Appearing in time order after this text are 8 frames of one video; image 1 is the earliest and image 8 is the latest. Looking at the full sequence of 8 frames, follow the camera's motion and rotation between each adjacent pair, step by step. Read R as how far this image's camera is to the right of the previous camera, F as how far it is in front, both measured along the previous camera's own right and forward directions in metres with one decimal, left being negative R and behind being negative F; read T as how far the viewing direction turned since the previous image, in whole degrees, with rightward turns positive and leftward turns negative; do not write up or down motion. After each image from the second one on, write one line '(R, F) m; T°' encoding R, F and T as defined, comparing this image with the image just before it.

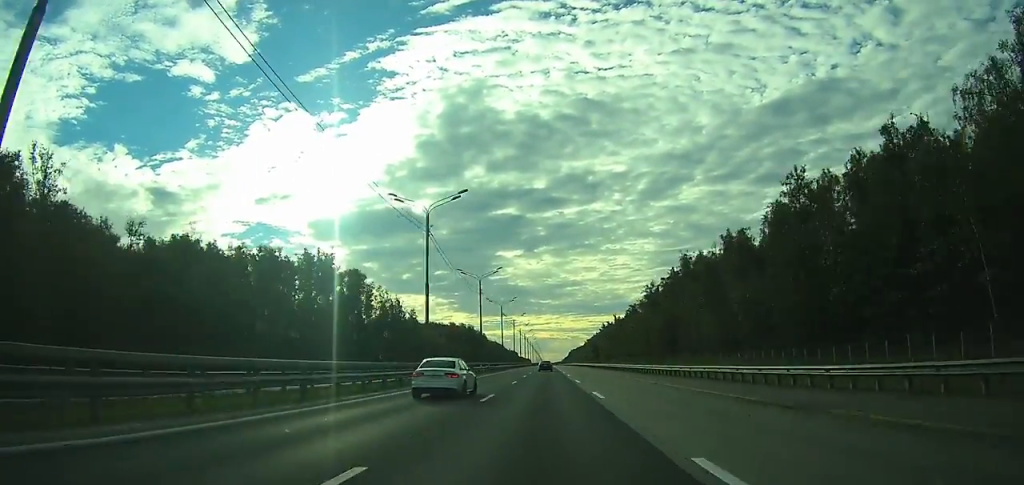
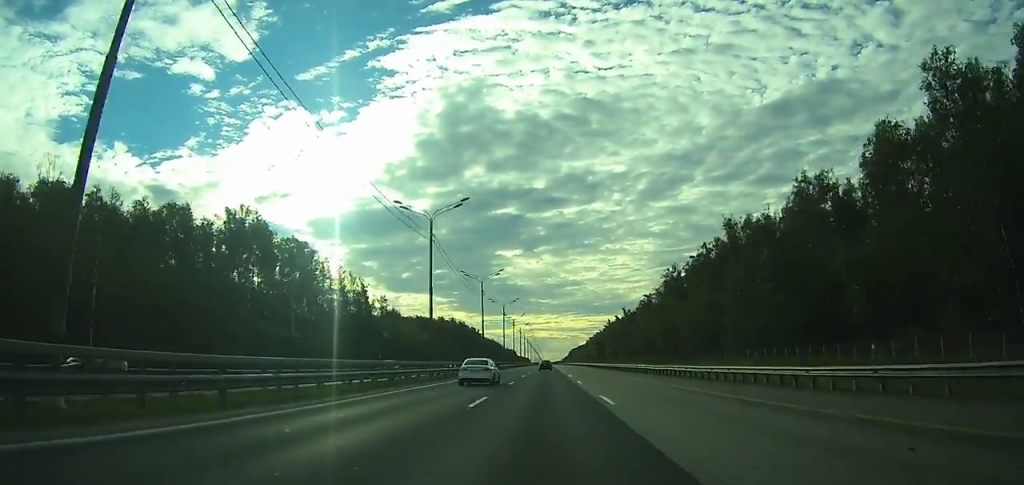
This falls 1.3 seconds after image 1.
(-0.1, +34.6) m; 0°
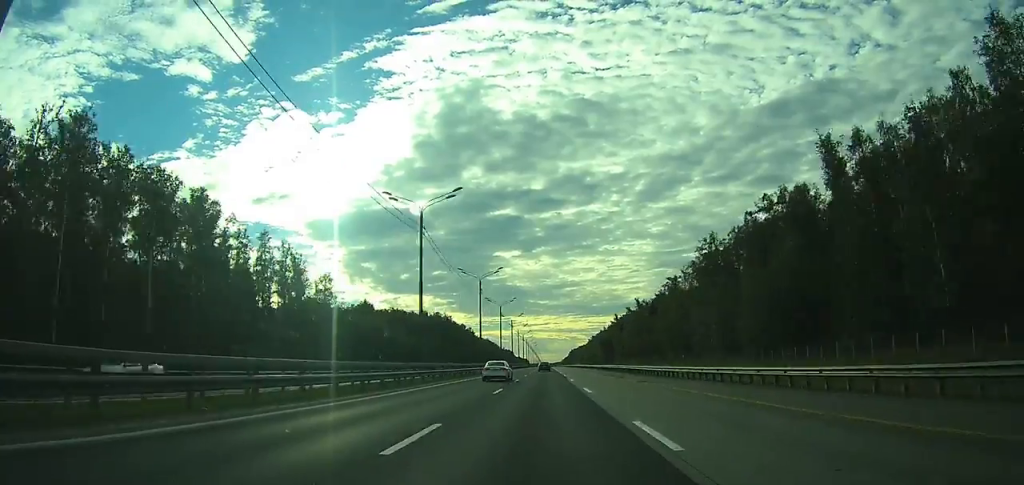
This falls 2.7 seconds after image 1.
(-0.1, +39.2) m; 0°
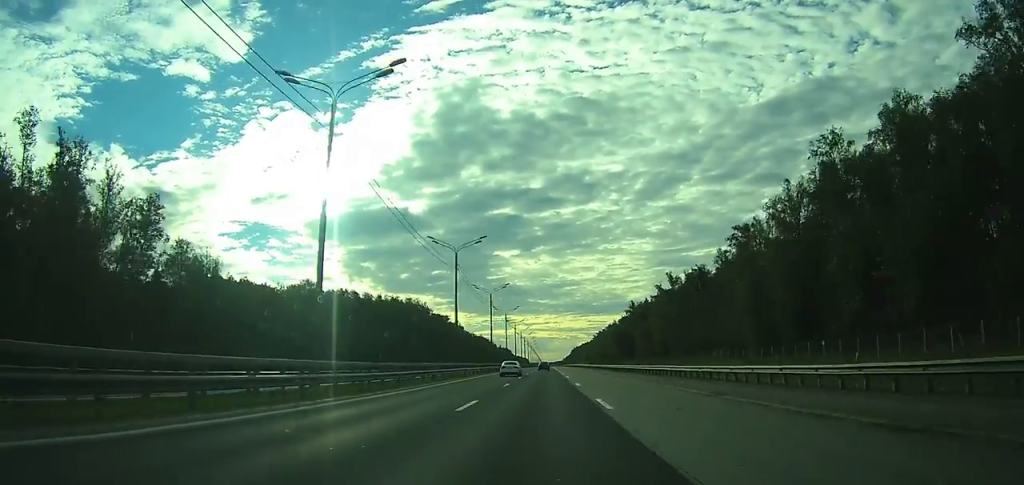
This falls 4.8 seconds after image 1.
(0.0, +54.1) m; 0°
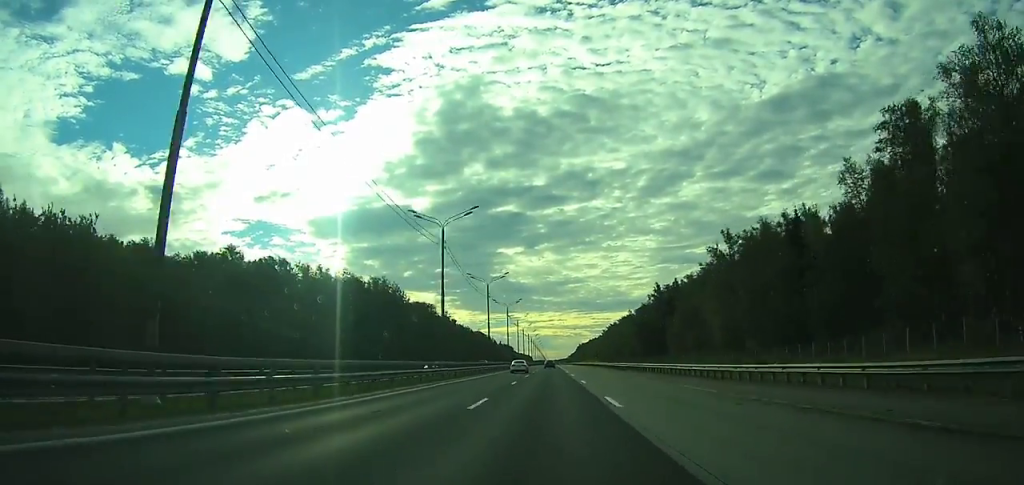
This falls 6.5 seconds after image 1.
(0.0, +46.4) m; 0°
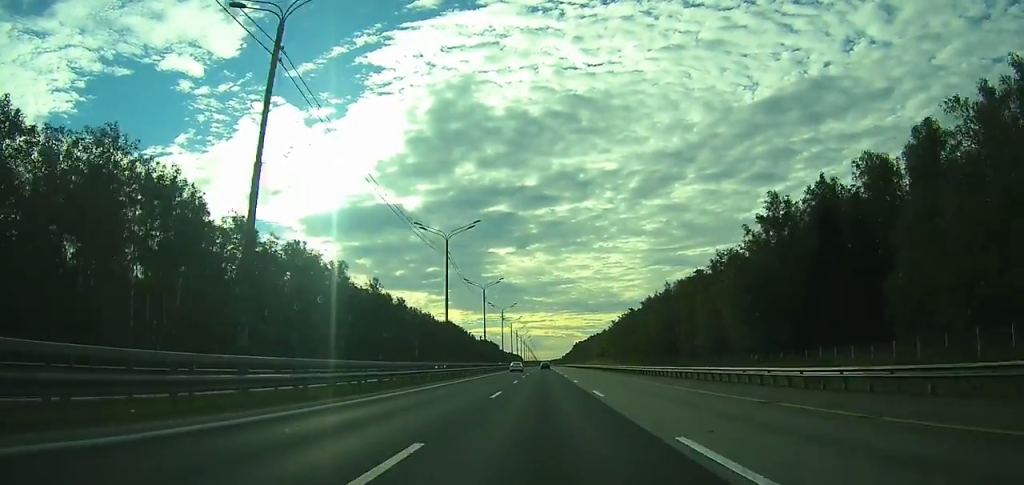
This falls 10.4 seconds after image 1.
(-0.7, +109.1) m; -1°
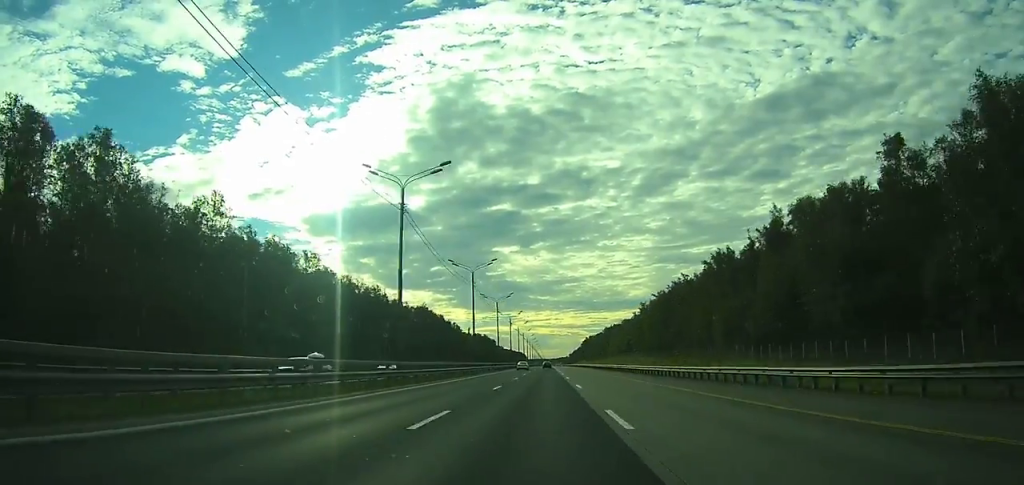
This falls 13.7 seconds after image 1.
(+0.4, +87.5) m; 0°
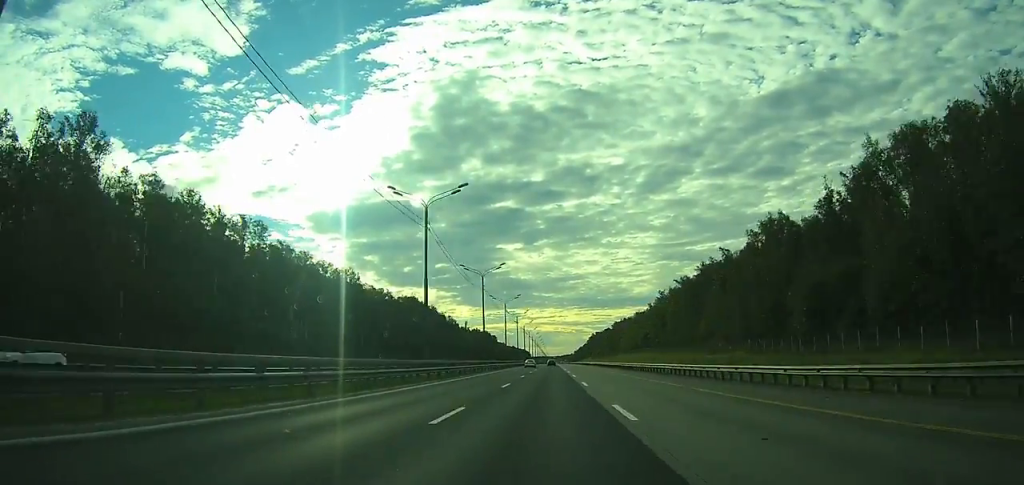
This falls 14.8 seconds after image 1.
(0.0, +29.8) m; 0°
